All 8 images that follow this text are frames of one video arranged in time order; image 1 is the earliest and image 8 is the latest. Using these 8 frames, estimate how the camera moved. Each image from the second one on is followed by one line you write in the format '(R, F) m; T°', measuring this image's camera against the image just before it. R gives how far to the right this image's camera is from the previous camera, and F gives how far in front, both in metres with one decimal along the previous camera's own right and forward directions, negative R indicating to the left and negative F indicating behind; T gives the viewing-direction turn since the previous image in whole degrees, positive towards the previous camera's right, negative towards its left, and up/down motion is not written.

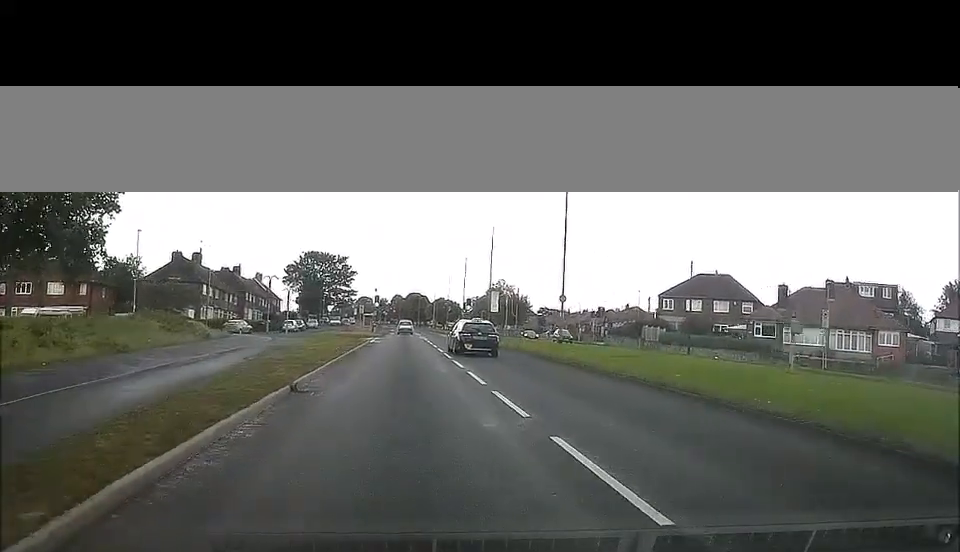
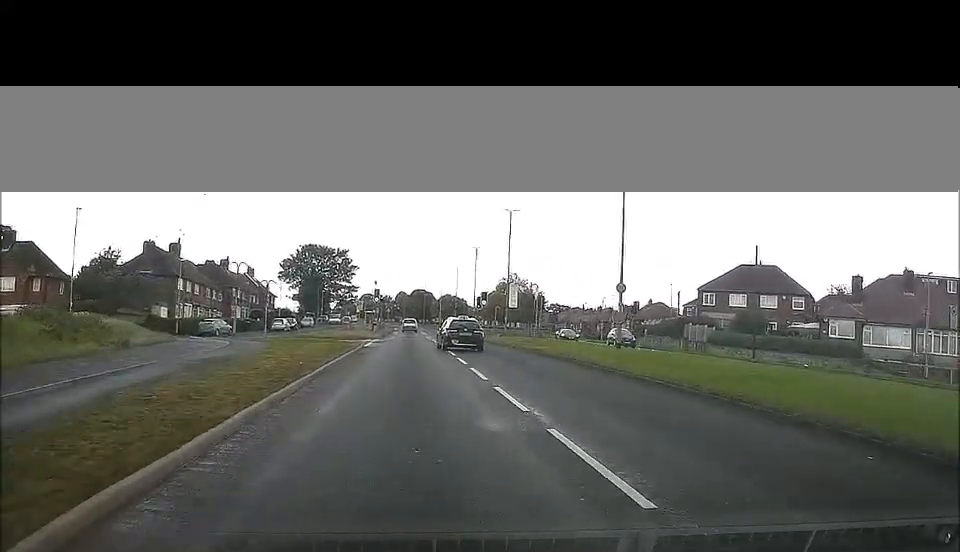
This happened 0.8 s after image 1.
(0.0, +11.6) m; 0°
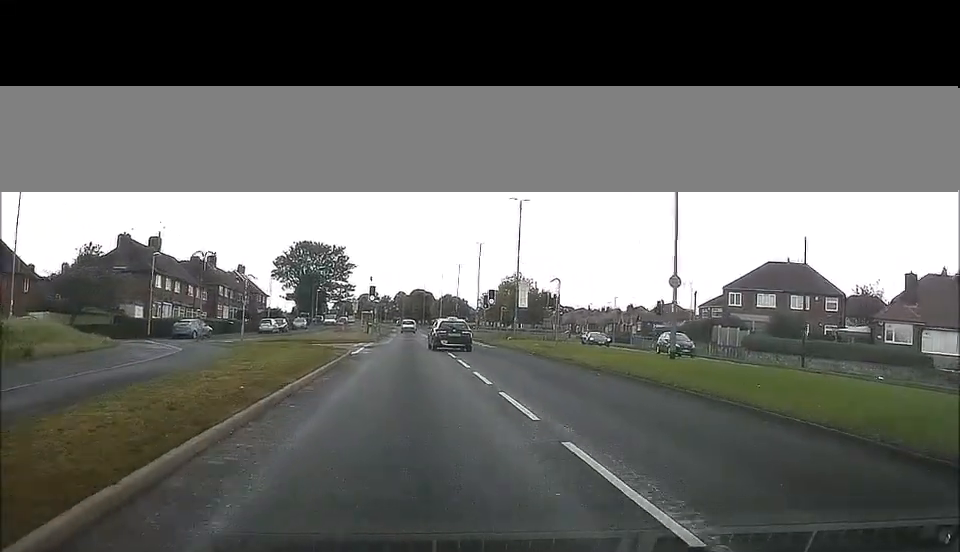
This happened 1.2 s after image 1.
(0.0, +7.1) m; 0°
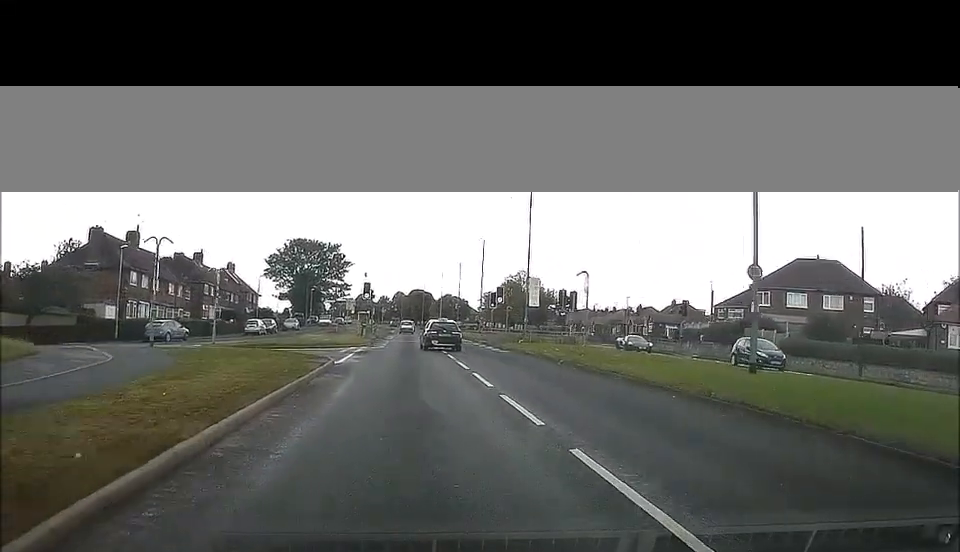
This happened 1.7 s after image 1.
(0.0, +6.6) m; 0°
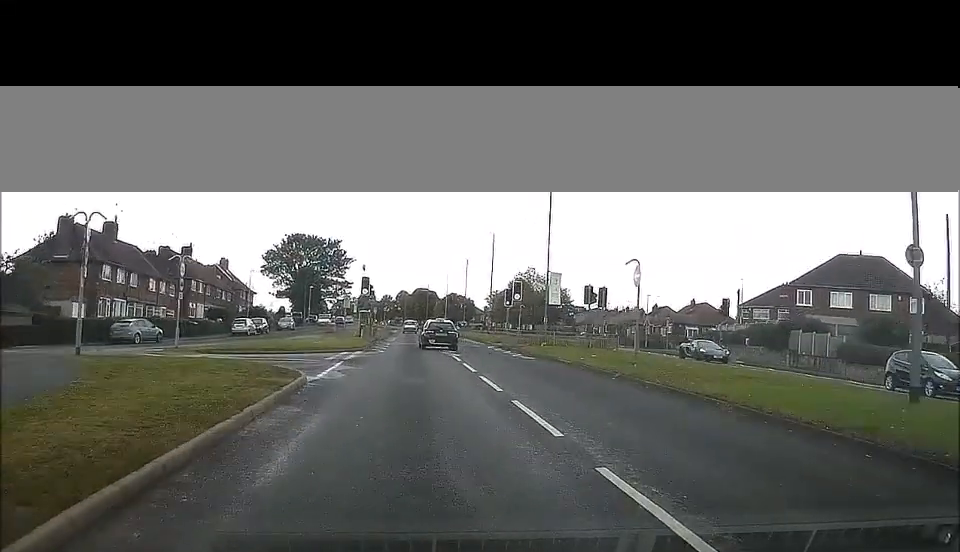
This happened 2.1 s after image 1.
(0.0, +7.2) m; -1°
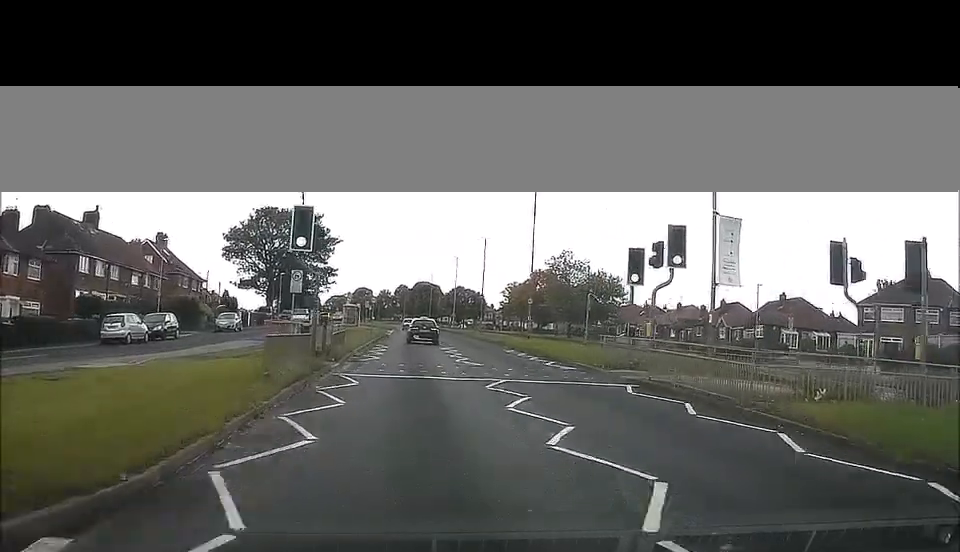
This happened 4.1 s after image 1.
(-0.4, +30.4) m; 0°
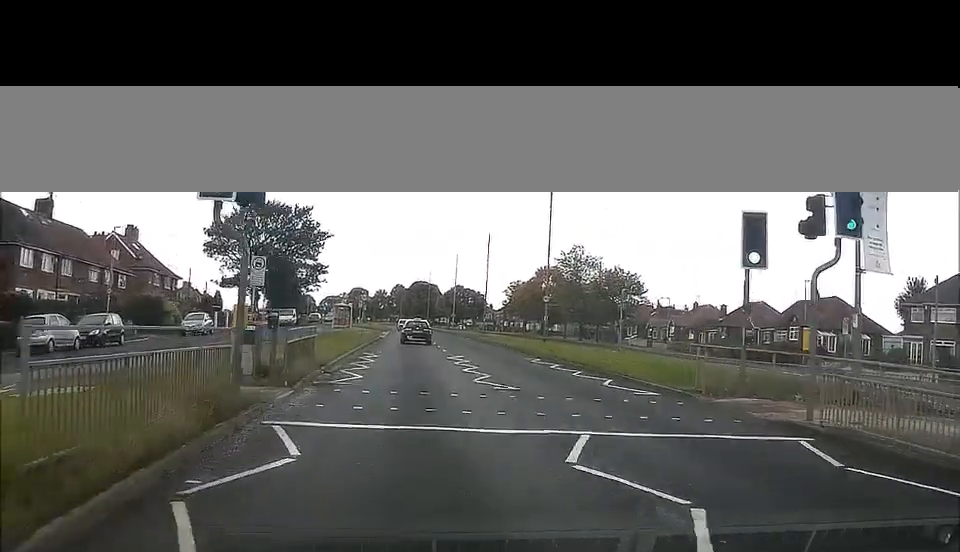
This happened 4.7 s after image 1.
(+0.1, +8.7) m; 0°
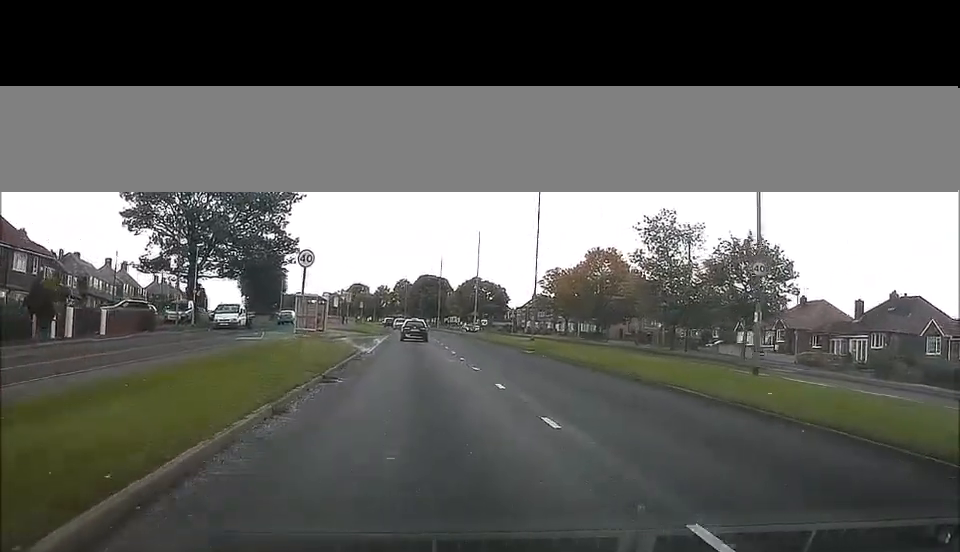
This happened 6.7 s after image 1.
(-0.6, +31.9) m; -1°
